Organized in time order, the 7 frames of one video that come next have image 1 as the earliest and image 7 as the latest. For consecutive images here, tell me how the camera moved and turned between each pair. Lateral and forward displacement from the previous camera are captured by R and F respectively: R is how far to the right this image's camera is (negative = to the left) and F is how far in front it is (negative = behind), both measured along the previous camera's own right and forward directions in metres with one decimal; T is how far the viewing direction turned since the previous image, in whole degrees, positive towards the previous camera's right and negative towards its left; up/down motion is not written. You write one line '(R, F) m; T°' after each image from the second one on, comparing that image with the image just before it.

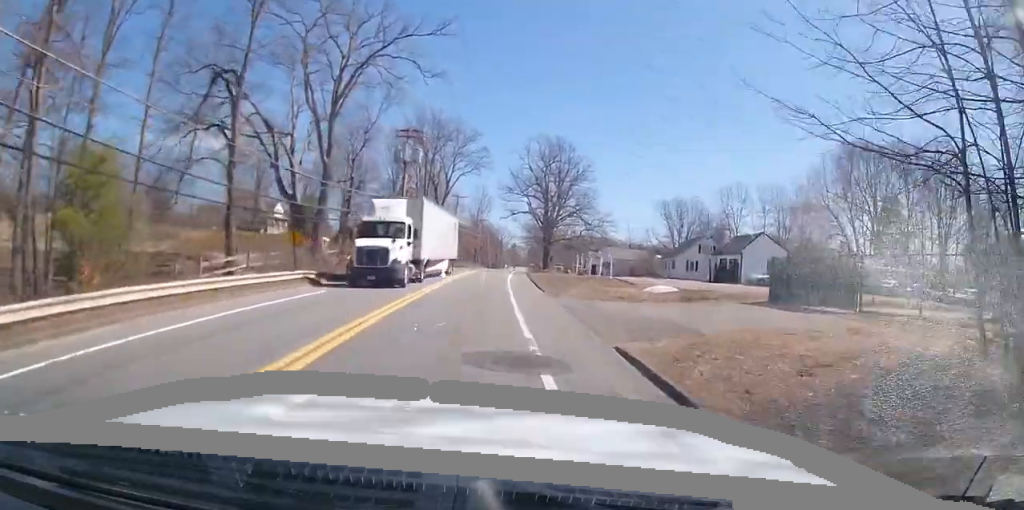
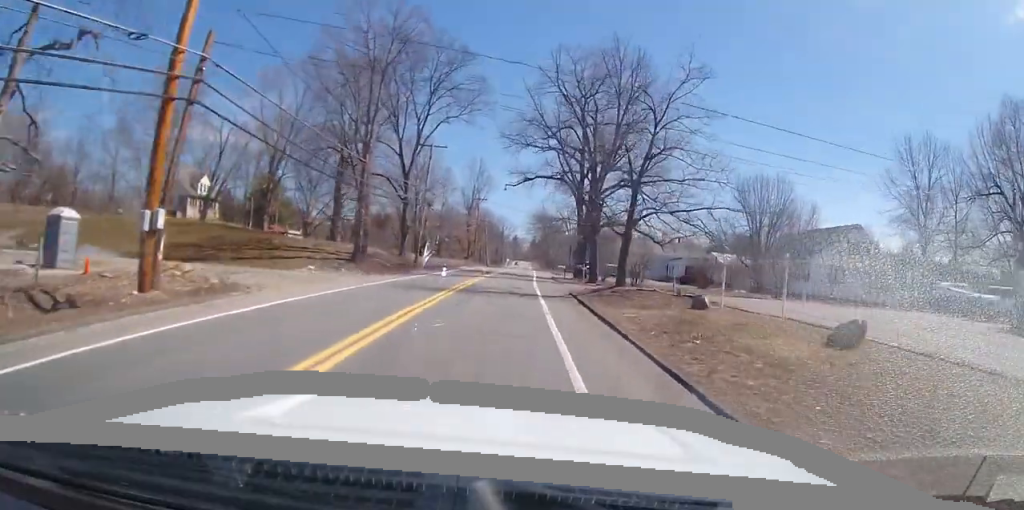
(+0.7, +35.9) m; +2°
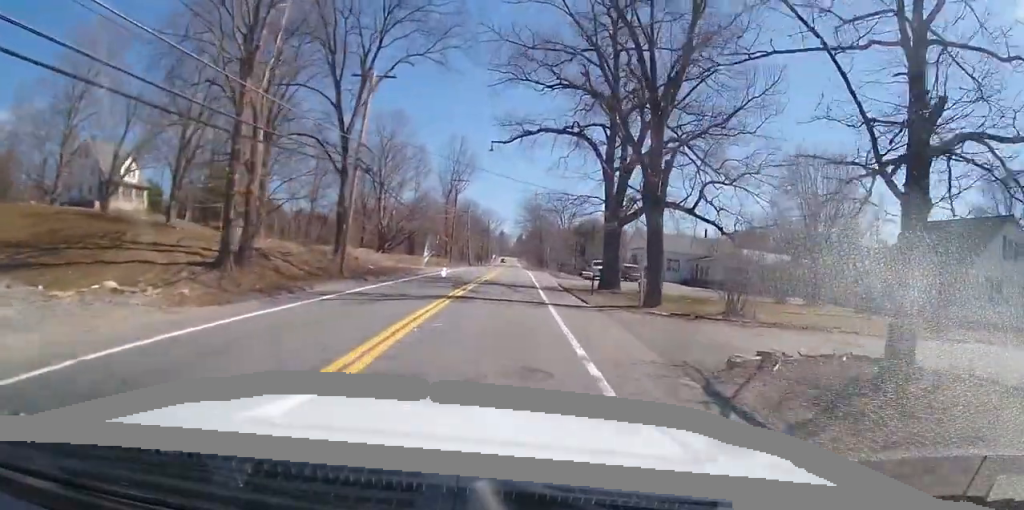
(-0.3, +19.2) m; 0°
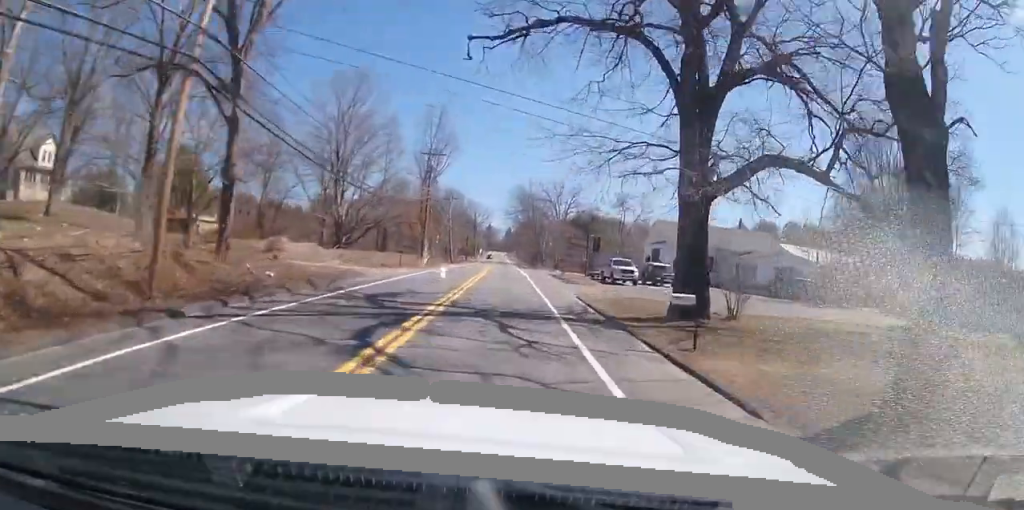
(0.0, +15.8) m; +2°
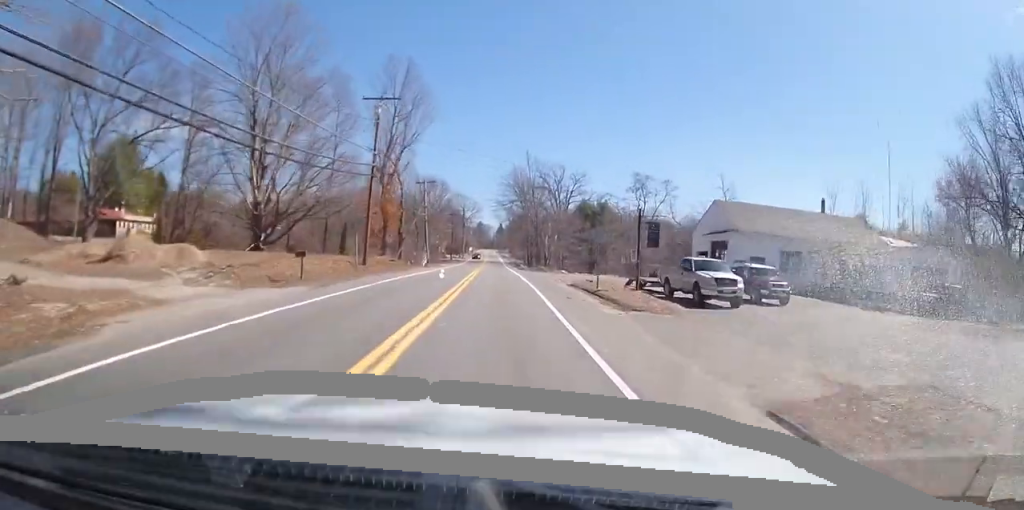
(+0.6, +19.9) m; +2°
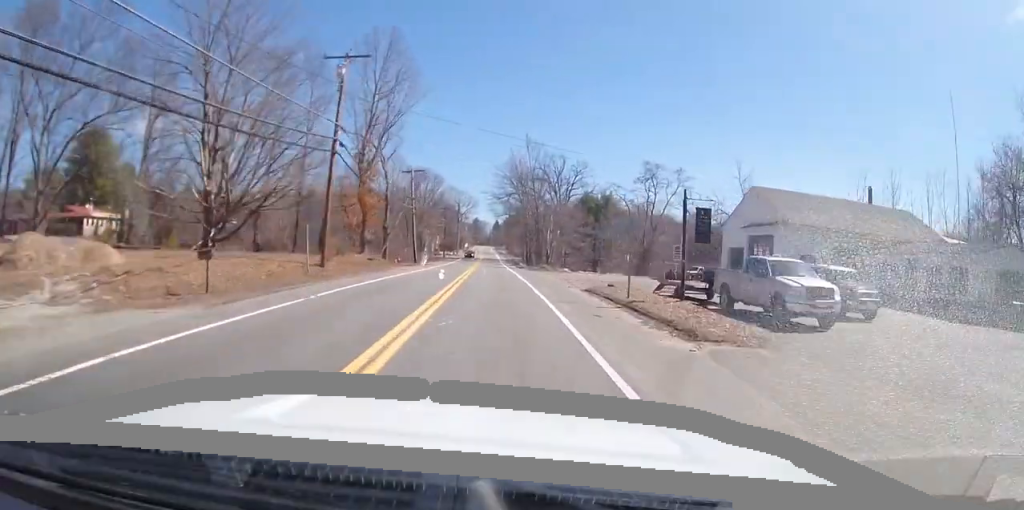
(0.0, +7.5) m; +1°
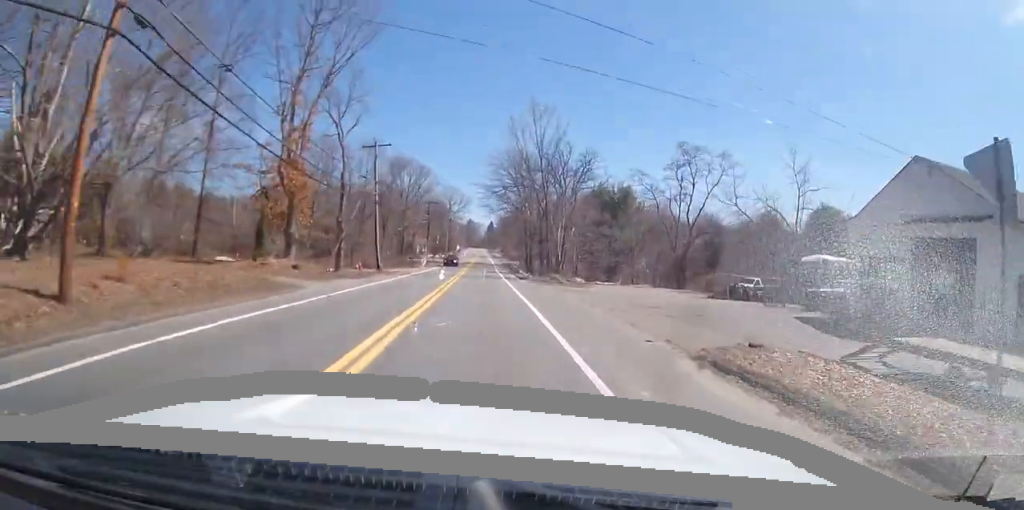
(+0.3, +16.9) m; +1°
